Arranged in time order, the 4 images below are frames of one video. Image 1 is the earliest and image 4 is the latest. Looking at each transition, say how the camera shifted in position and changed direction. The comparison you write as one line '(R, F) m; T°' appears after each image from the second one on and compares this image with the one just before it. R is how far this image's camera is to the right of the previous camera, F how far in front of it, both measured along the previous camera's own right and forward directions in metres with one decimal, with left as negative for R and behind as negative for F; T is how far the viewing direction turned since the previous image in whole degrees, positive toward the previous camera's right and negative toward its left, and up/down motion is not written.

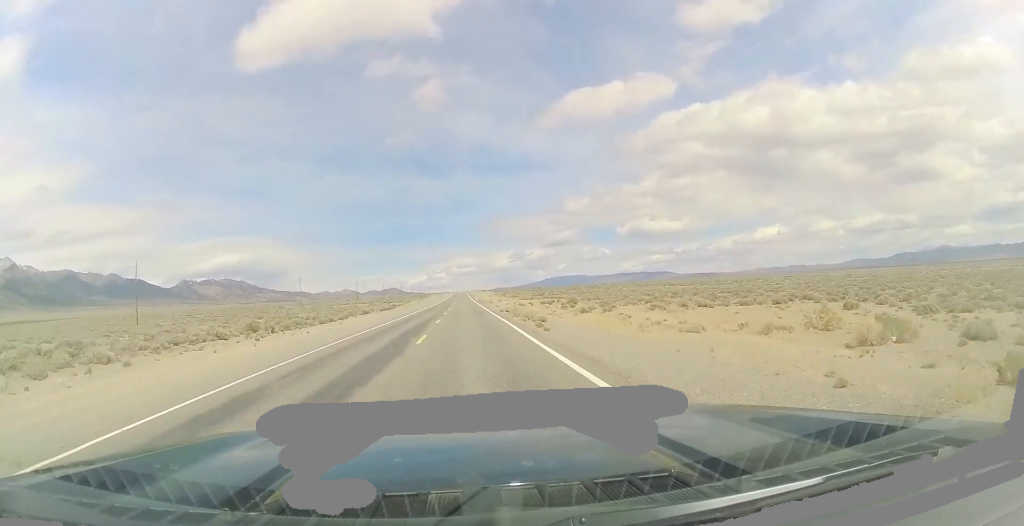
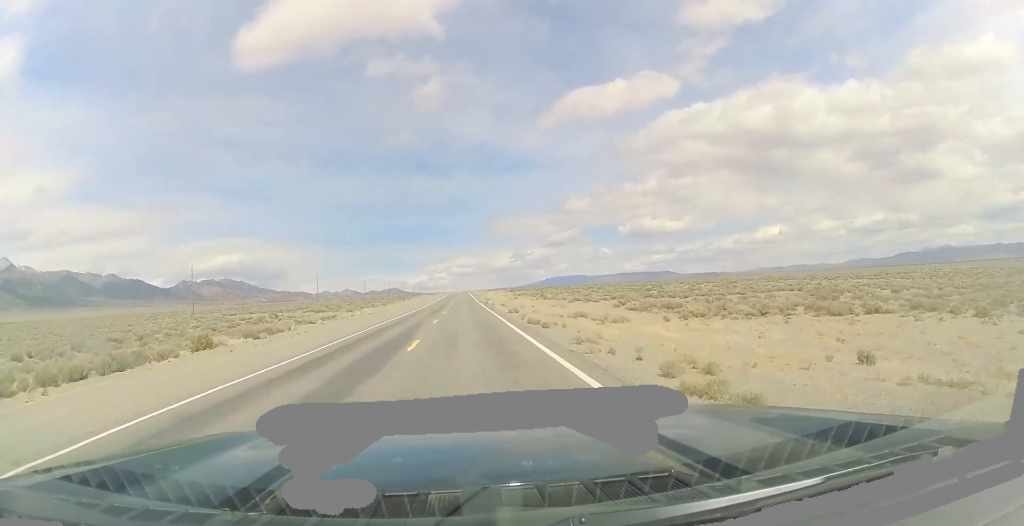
(-1.8, +83.3) m; -2°
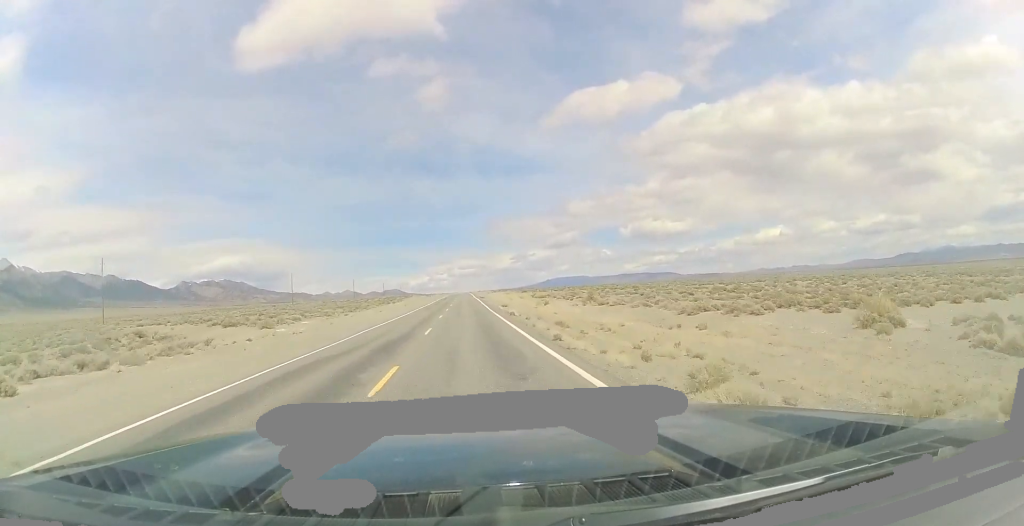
(+0.1, +34.3) m; 0°
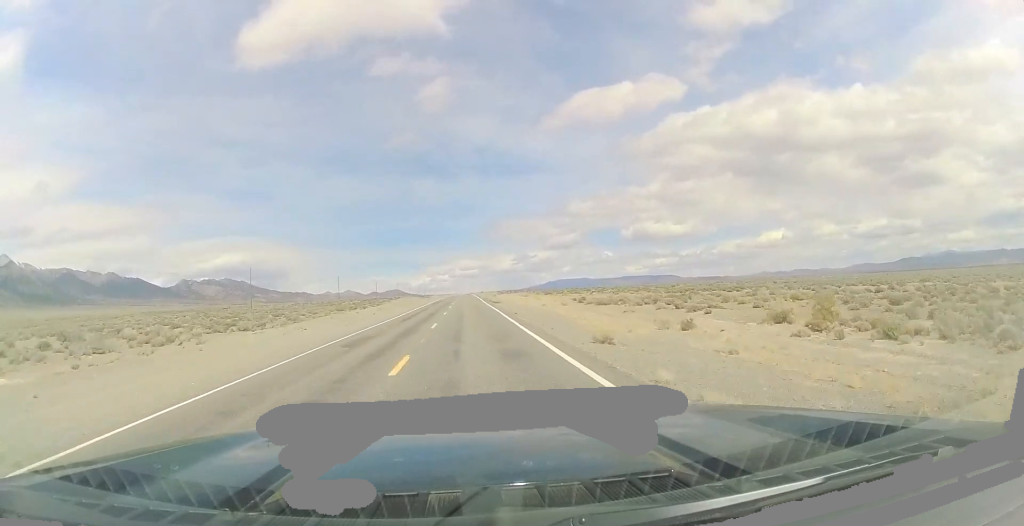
(-0.4, +39.0) m; -1°
